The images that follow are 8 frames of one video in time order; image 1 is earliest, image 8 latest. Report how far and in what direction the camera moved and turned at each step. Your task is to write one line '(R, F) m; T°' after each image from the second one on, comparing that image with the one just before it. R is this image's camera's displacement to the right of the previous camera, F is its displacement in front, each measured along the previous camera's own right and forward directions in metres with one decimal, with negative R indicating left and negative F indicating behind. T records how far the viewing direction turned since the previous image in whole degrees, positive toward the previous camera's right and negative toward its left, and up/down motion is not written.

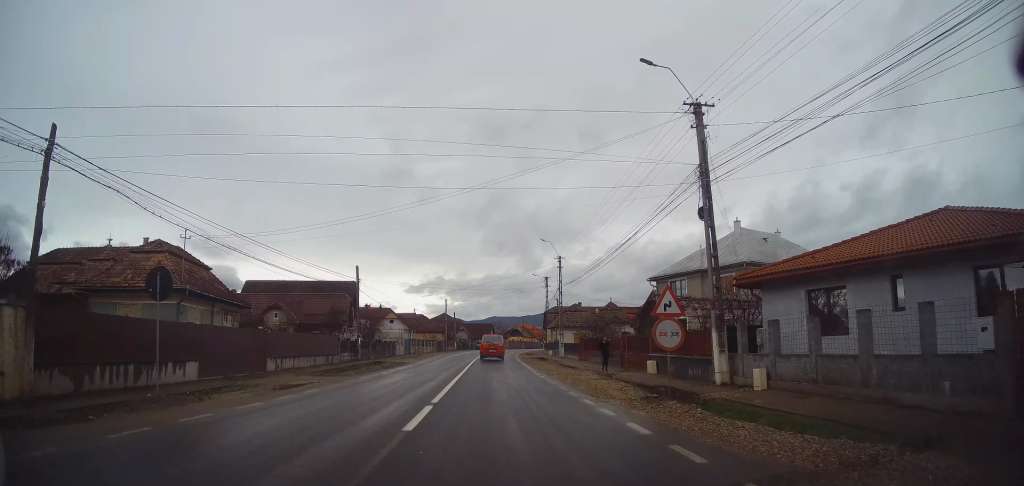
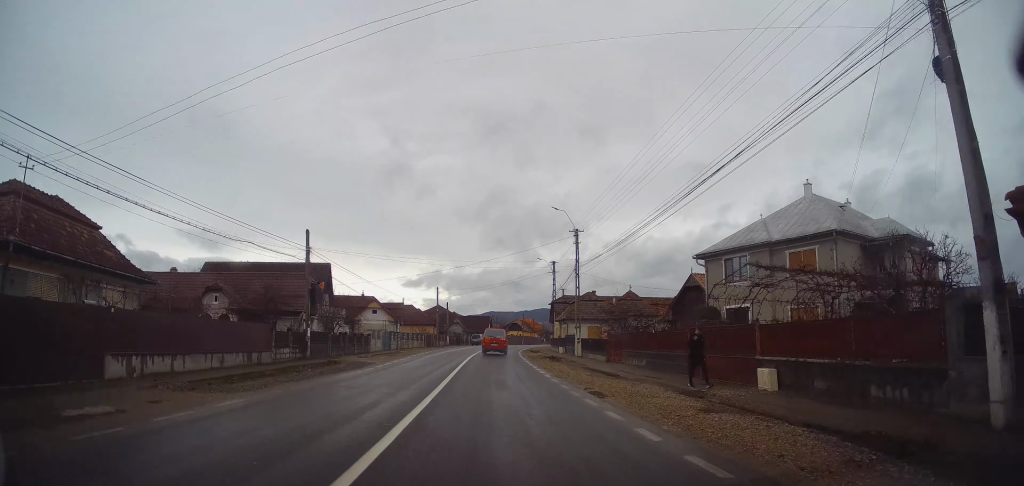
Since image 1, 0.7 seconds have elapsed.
(+0.1, +10.6) m; +1°
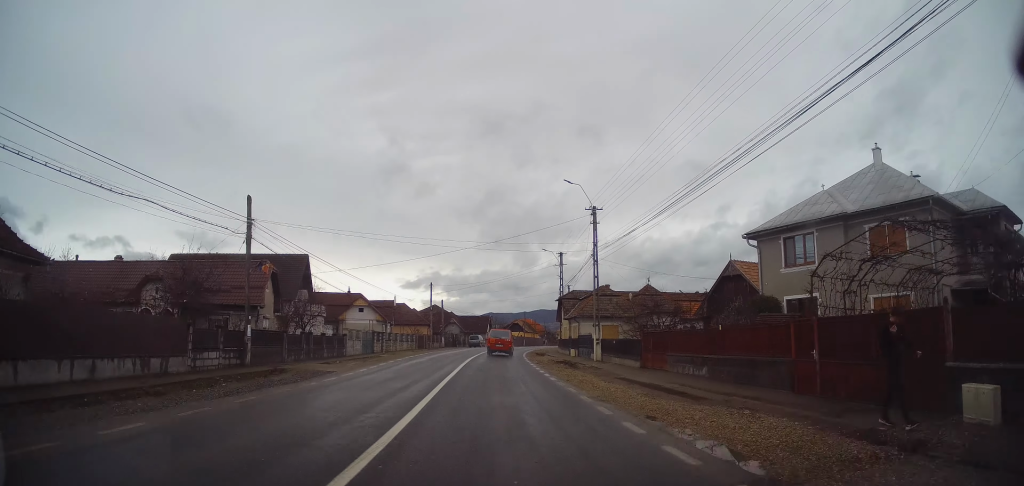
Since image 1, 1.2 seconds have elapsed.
(+0.3, +7.2) m; 0°
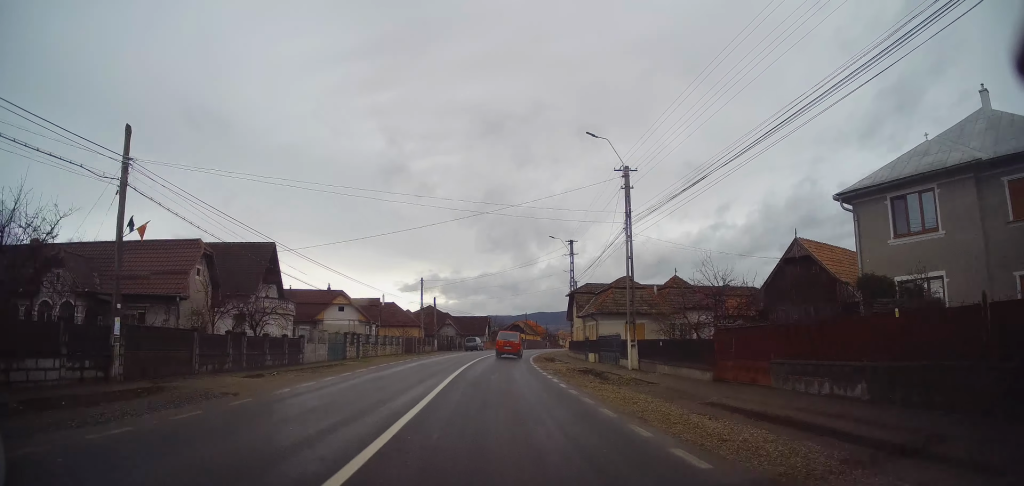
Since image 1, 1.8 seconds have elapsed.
(-0.1, +8.3) m; -1°
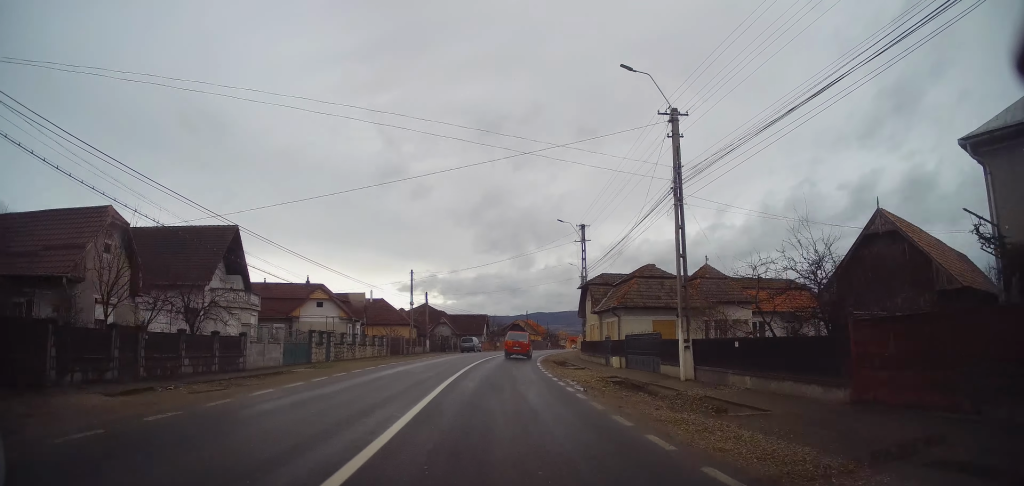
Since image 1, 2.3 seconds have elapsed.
(-0.2, +6.8) m; -1°
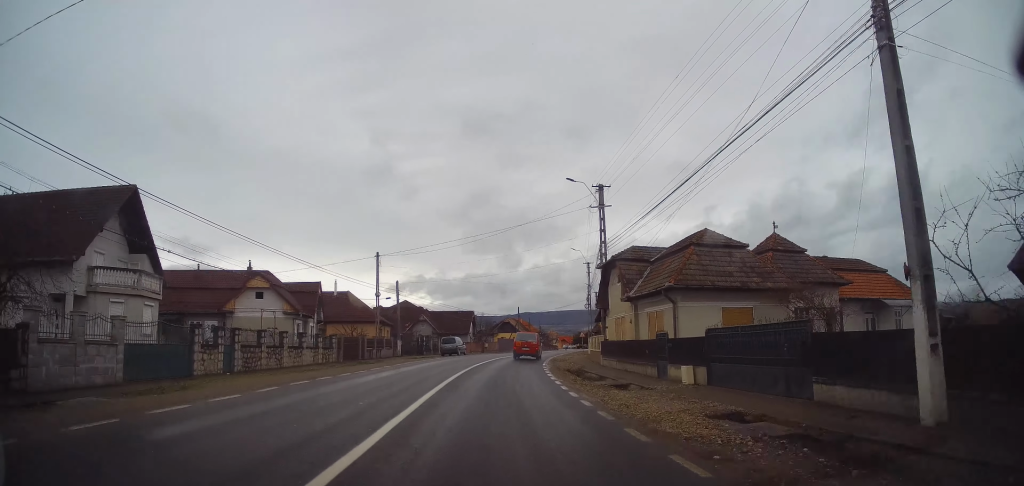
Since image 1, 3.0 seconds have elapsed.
(-0.1, +11.2) m; +2°
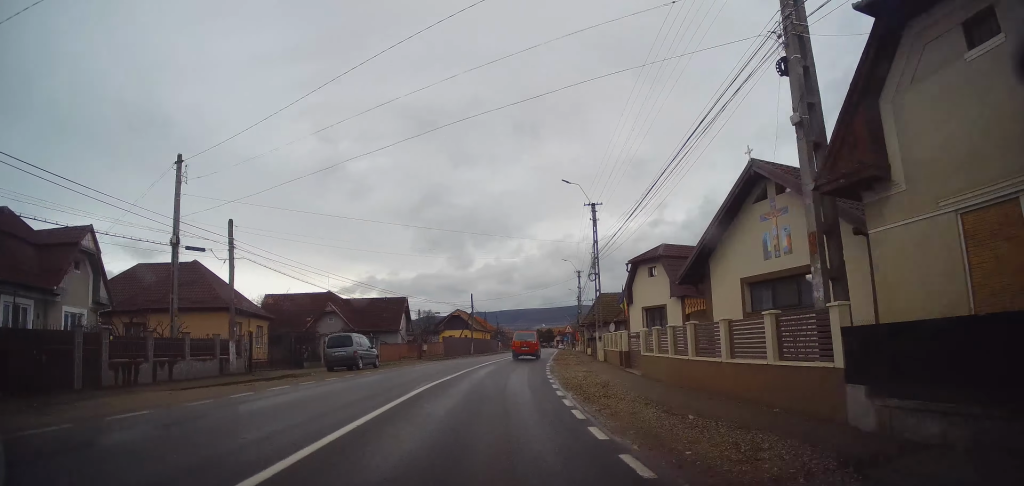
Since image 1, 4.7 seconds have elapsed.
(+1.6, +23.9) m; +6°
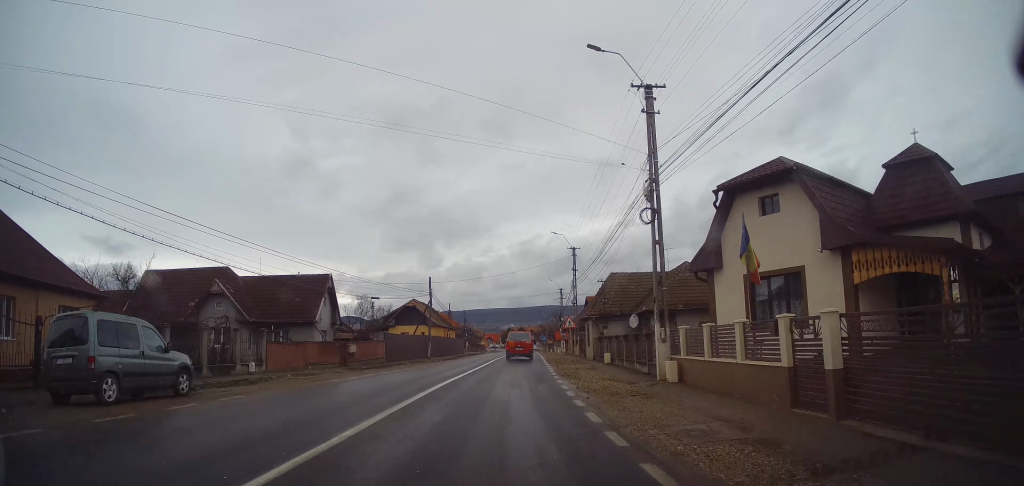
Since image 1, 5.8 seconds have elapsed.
(0.0, +16.1) m; +1°
